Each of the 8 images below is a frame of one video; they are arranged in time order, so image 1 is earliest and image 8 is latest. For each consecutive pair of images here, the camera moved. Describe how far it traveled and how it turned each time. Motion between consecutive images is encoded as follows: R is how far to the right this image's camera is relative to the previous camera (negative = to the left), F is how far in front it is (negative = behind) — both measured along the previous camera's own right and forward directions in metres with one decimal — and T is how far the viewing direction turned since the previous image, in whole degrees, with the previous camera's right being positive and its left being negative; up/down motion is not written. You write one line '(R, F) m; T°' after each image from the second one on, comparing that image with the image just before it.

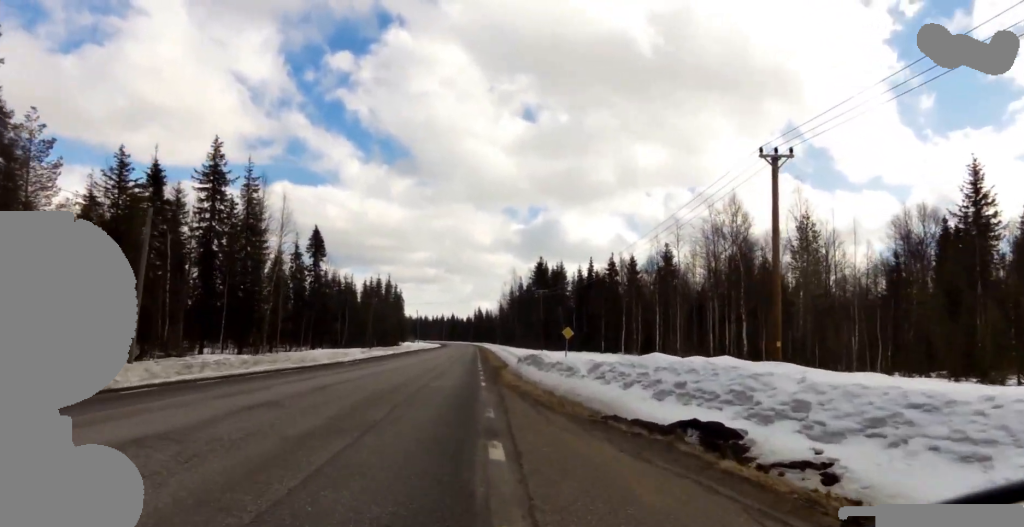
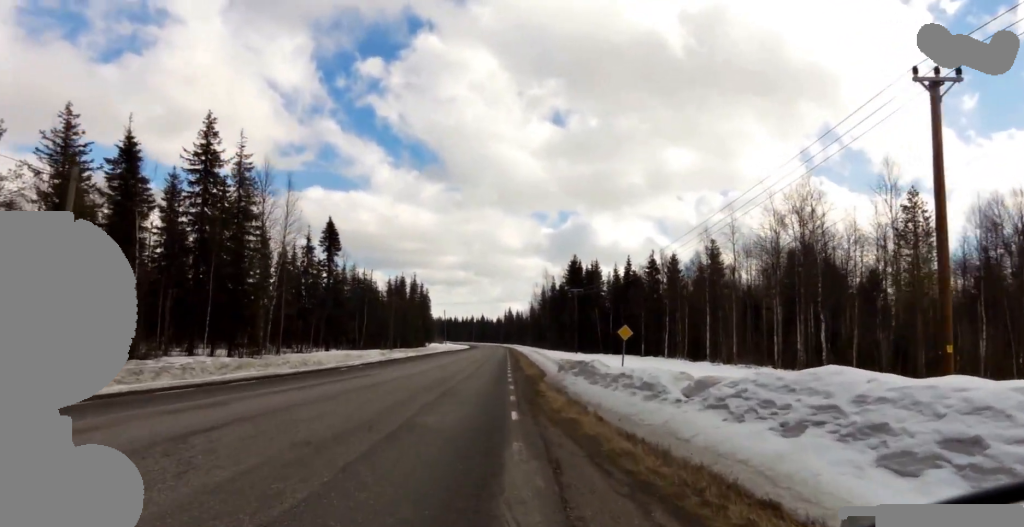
(+0.4, +6.2) m; +4°
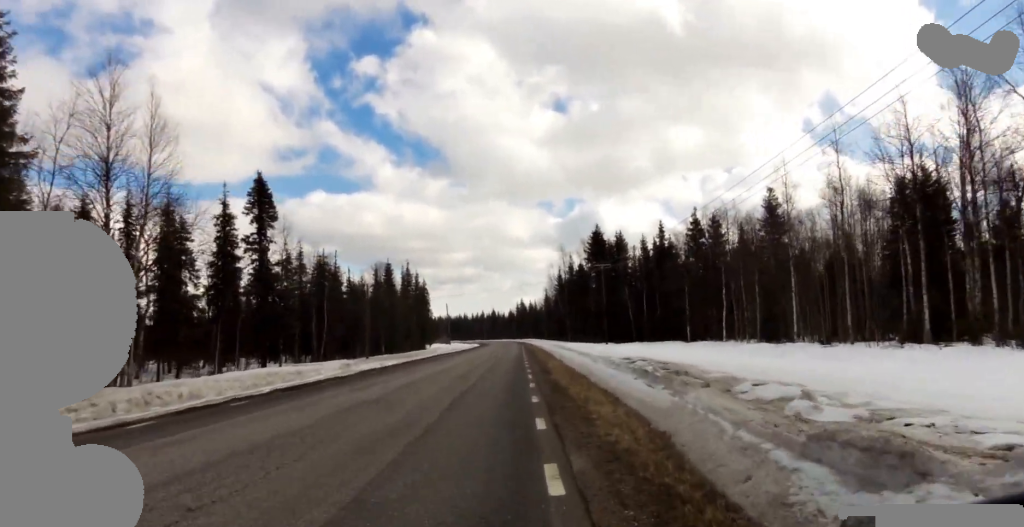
(+0.3, +16.8) m; +1°
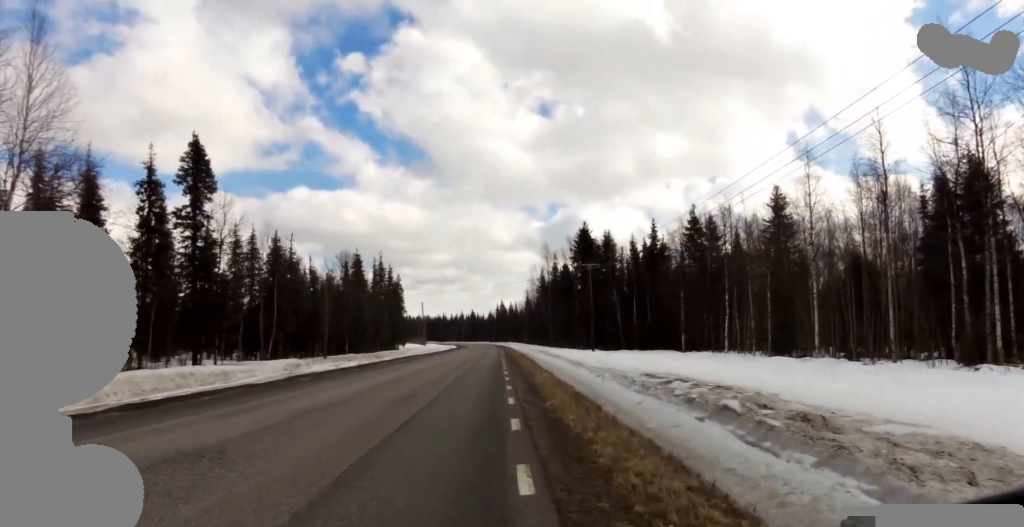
(-0.1, +6.0) m; -1°
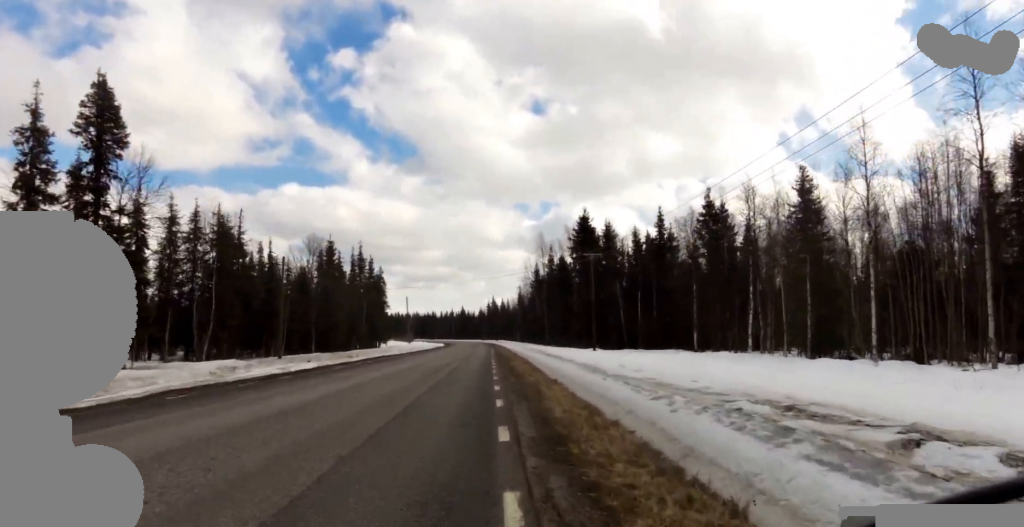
(0.0, +7.0) m; +1°
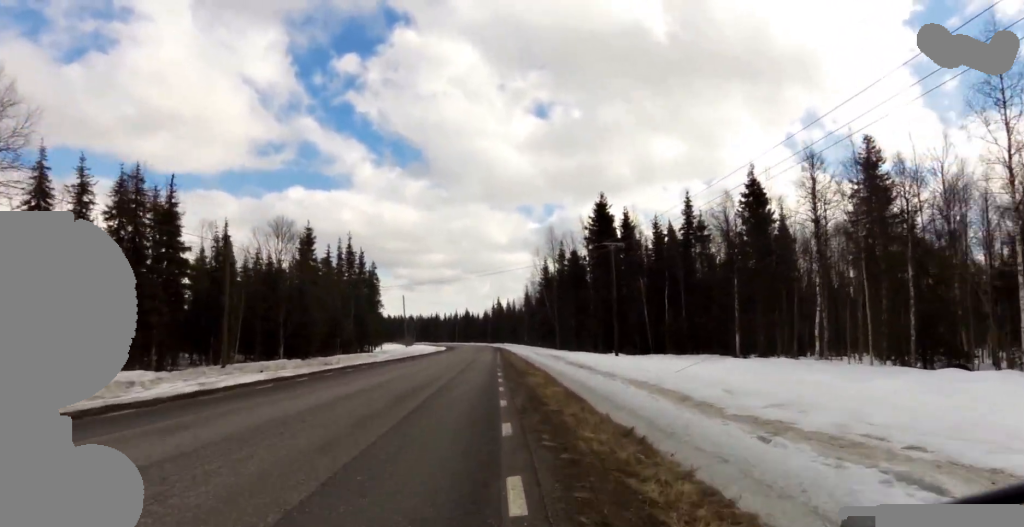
(+0.2, +8.3) m; +2°
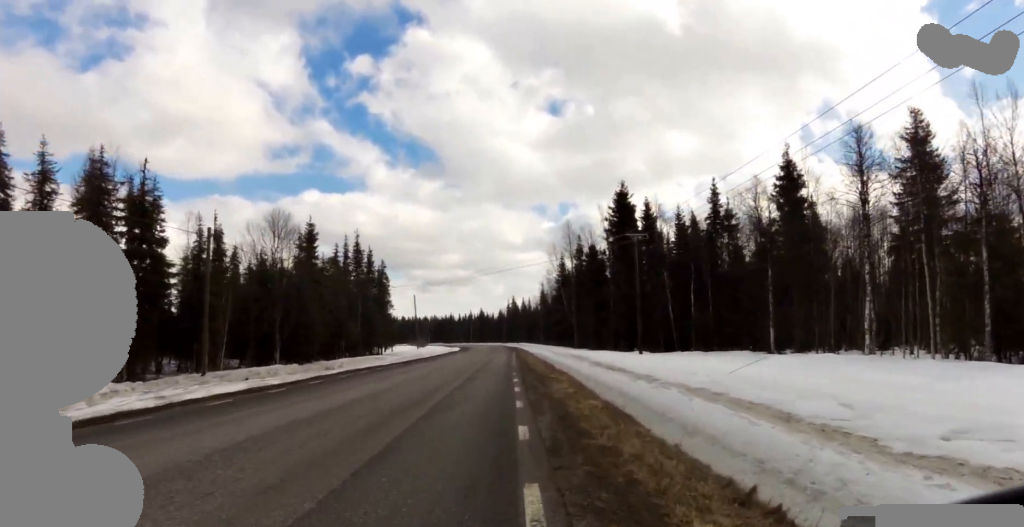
(0.0, +3.3) m; 0°
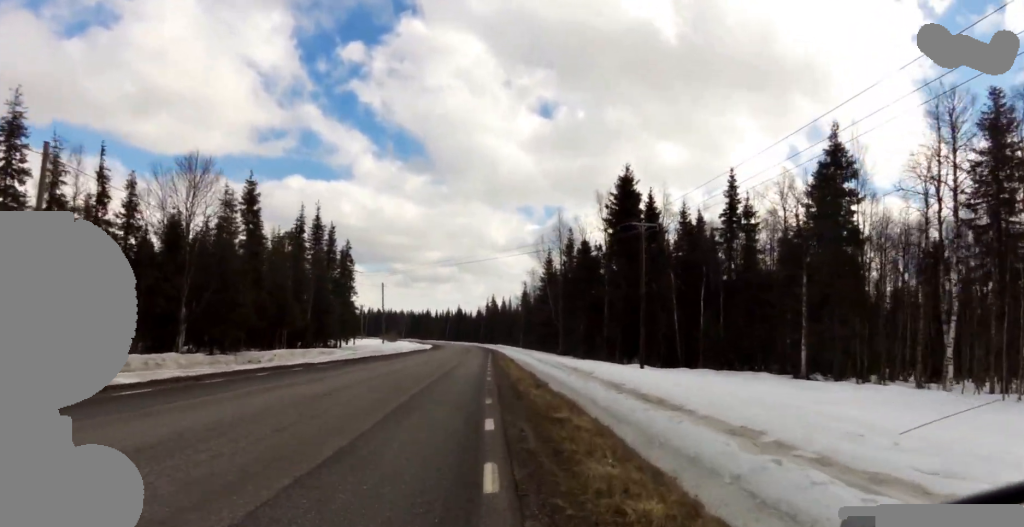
(0.0, +7.8) m; 0°
